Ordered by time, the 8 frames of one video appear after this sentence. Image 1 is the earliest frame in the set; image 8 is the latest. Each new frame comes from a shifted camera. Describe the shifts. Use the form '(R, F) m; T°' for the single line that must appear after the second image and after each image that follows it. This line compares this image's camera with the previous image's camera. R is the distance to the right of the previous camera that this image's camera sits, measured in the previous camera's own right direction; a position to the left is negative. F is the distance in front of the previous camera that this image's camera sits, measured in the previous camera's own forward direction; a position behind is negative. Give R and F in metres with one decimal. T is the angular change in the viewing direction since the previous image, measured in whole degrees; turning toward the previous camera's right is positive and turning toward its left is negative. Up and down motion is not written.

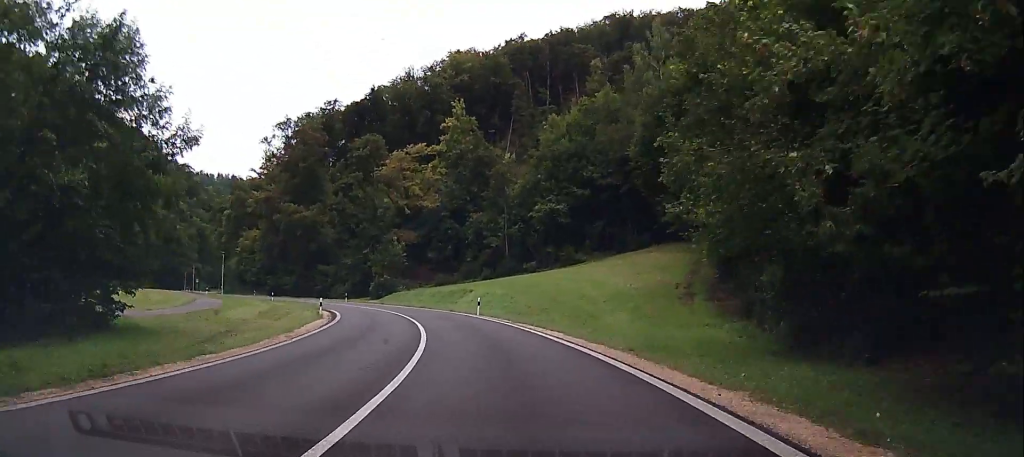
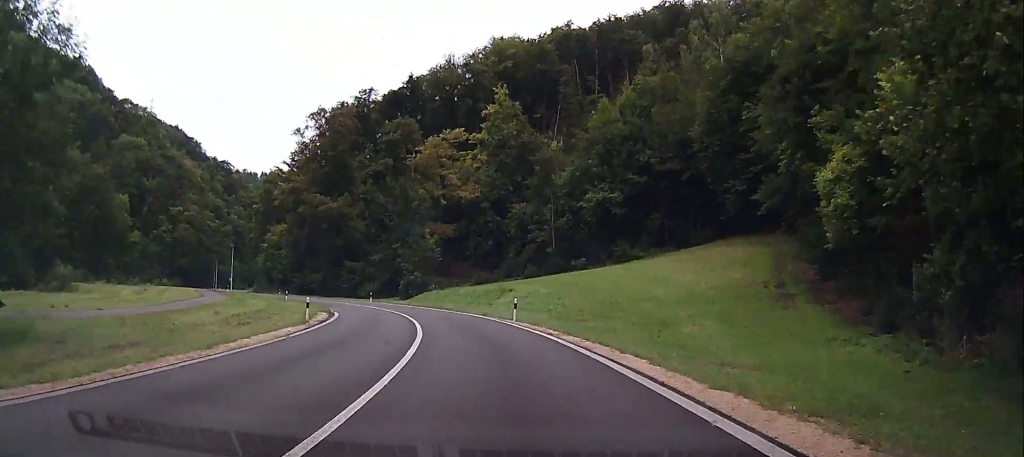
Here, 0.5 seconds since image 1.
(-0.2, +8.9) m; -2°
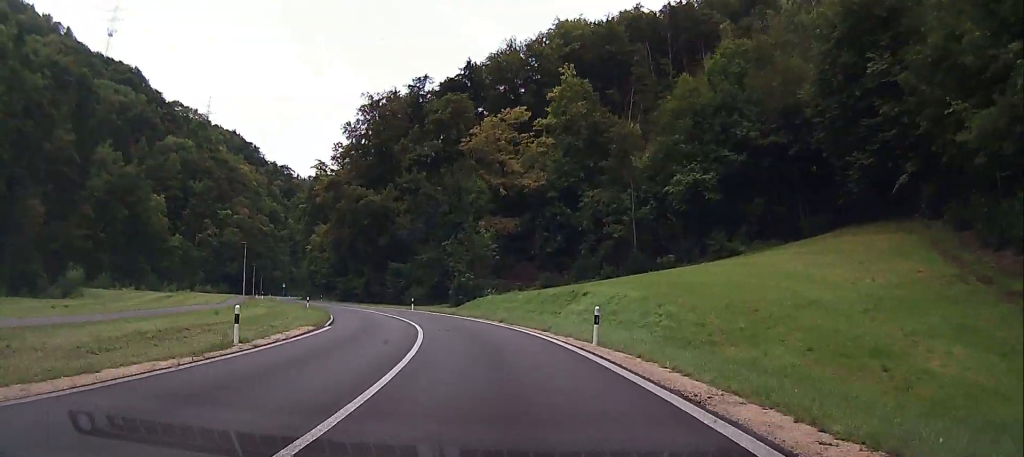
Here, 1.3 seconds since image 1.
(-0.3, +11.9) m; -4°
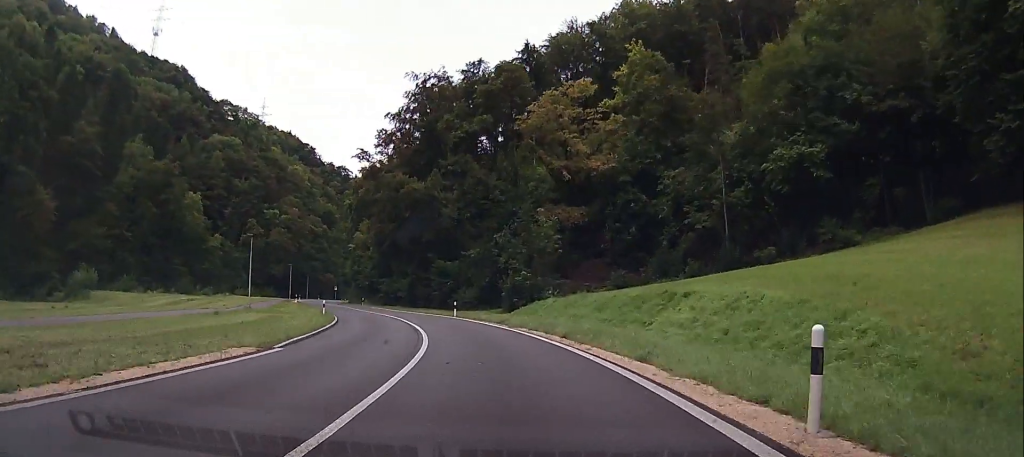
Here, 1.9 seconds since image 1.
(0.0, +10.0) m; -4°
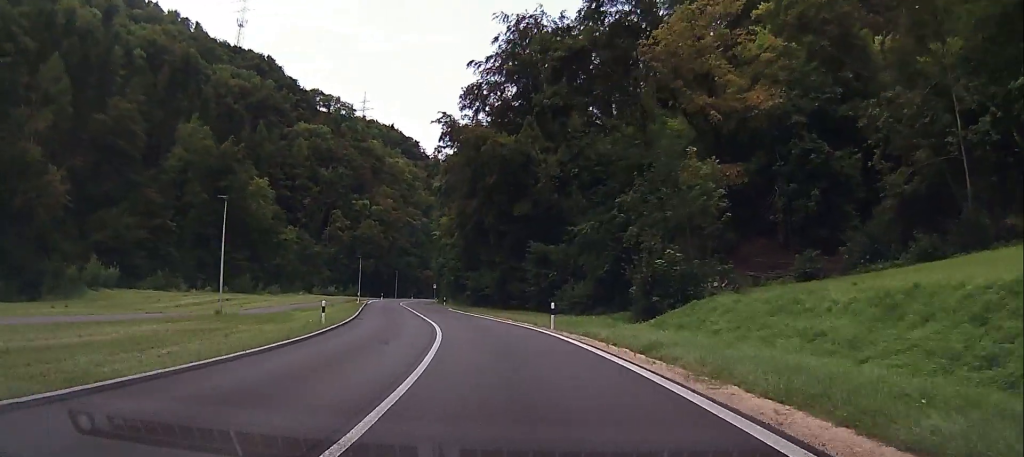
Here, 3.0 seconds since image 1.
(-1.4, +16.6) m; -8°
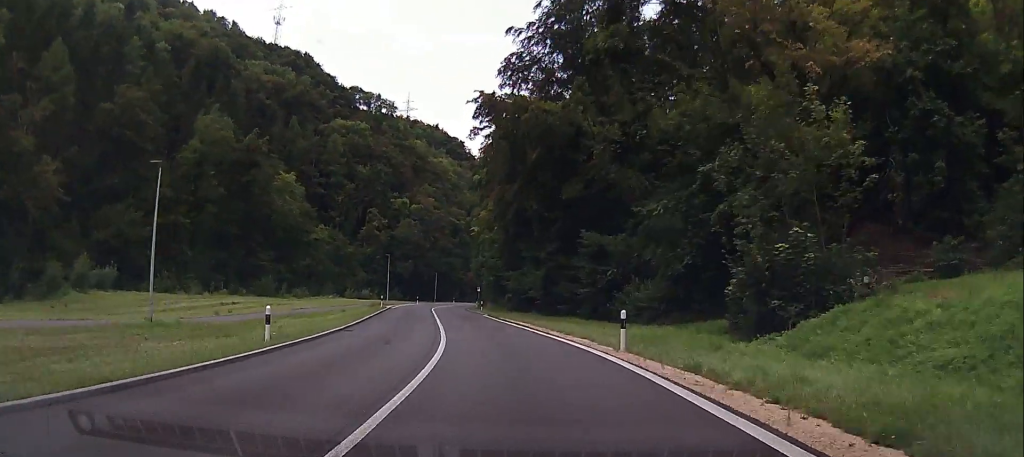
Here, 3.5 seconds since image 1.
(-0.2, +7.9) m; -4°
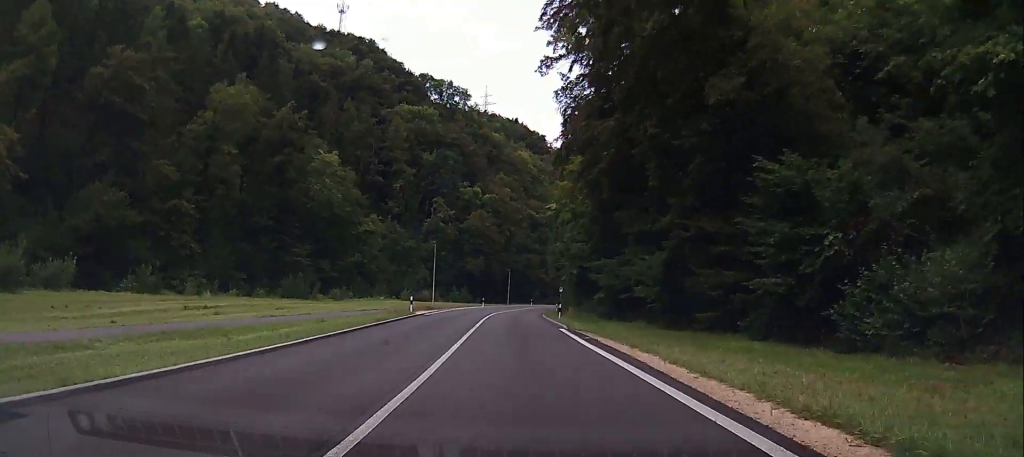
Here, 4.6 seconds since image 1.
(-1.1, +15.8) m; -11°
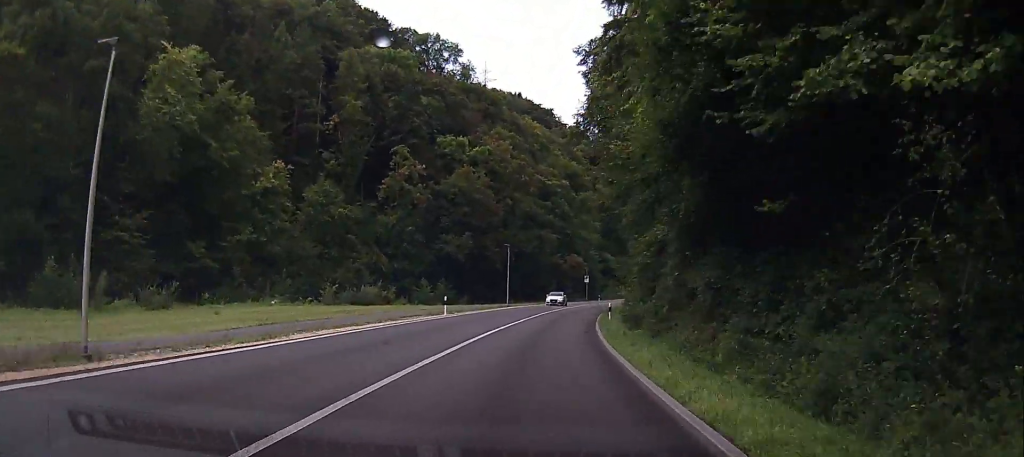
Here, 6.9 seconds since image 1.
(-5.1, +37.3) m; -10°
